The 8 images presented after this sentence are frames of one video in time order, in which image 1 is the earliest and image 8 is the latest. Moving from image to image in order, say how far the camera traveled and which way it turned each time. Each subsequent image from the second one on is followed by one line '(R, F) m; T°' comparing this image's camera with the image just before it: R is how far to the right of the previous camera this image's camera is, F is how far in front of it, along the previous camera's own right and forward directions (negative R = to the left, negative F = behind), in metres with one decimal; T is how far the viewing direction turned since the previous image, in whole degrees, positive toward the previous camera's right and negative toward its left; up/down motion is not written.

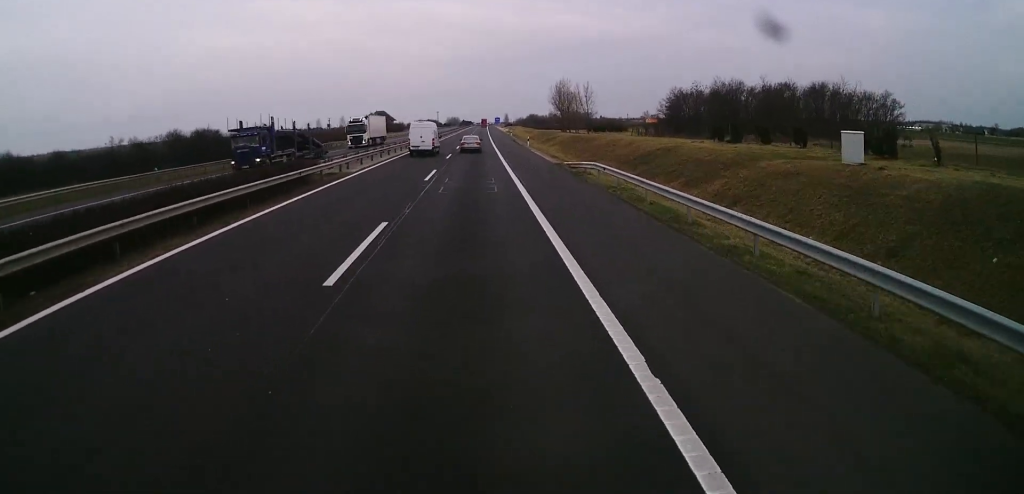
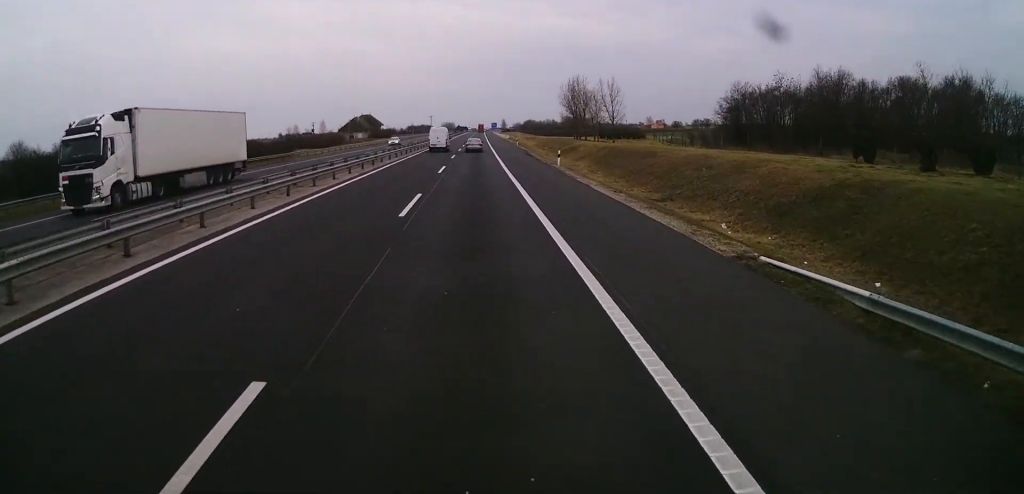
(-0.2, +27.6) m; 0°
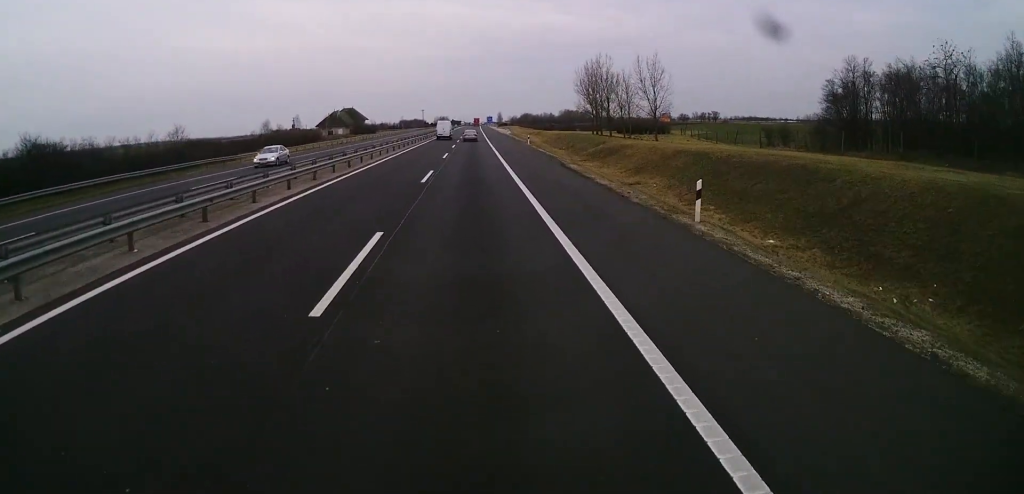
(+0.2, +27.5) m; 0°
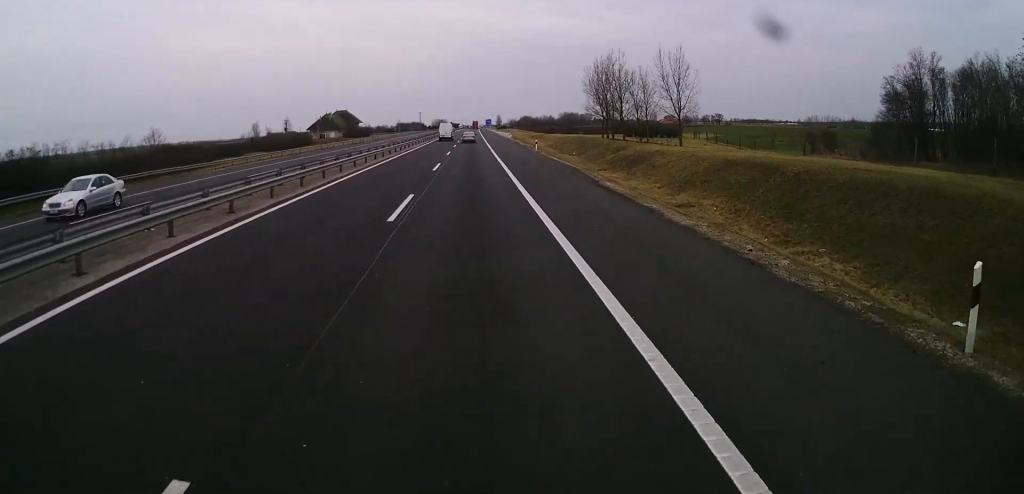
(-0.1, +10.0) m; 0°
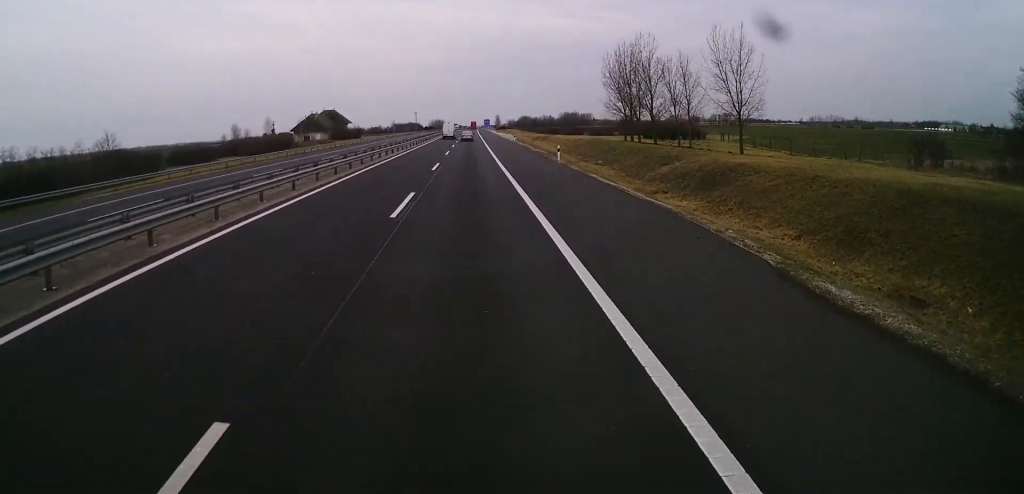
(-0.1, +16.9) m; 0°
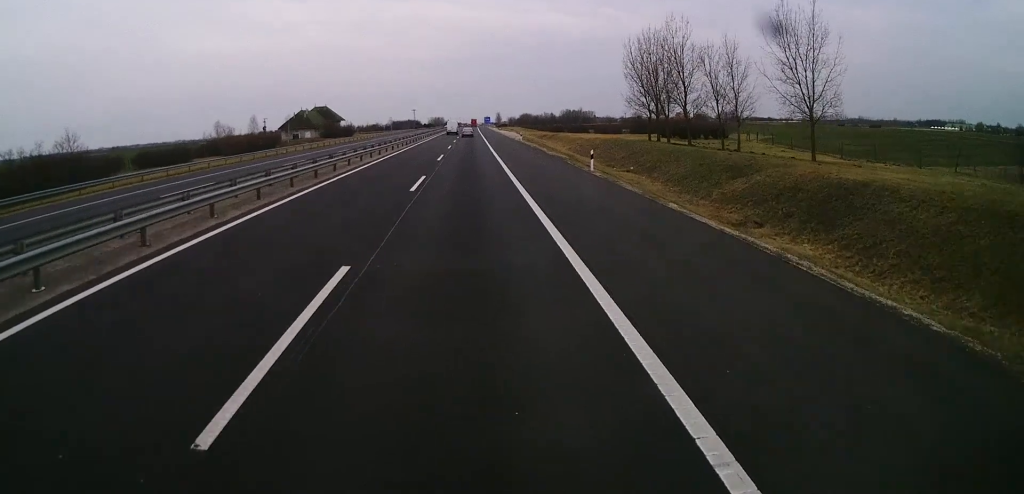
(+0.1, +12.3) m; +1°
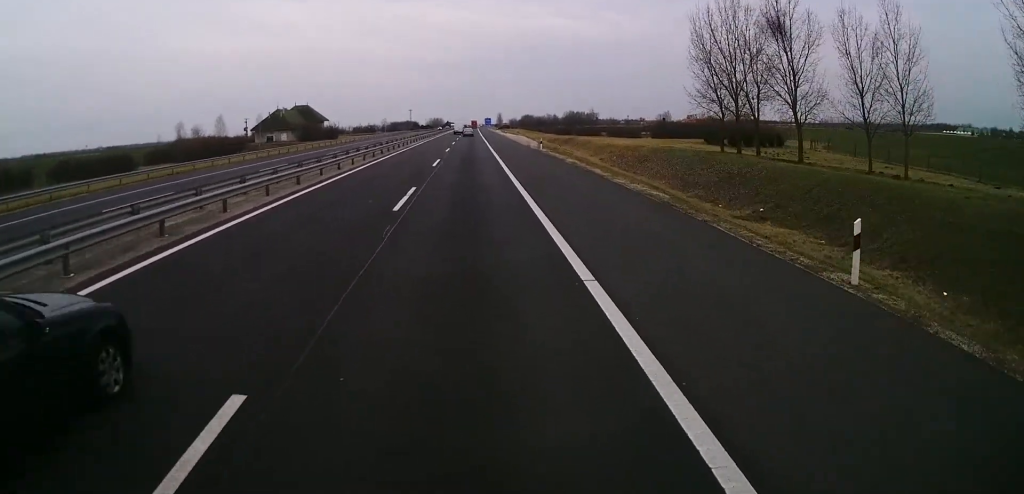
(+0.2, +23.1) m; 0°
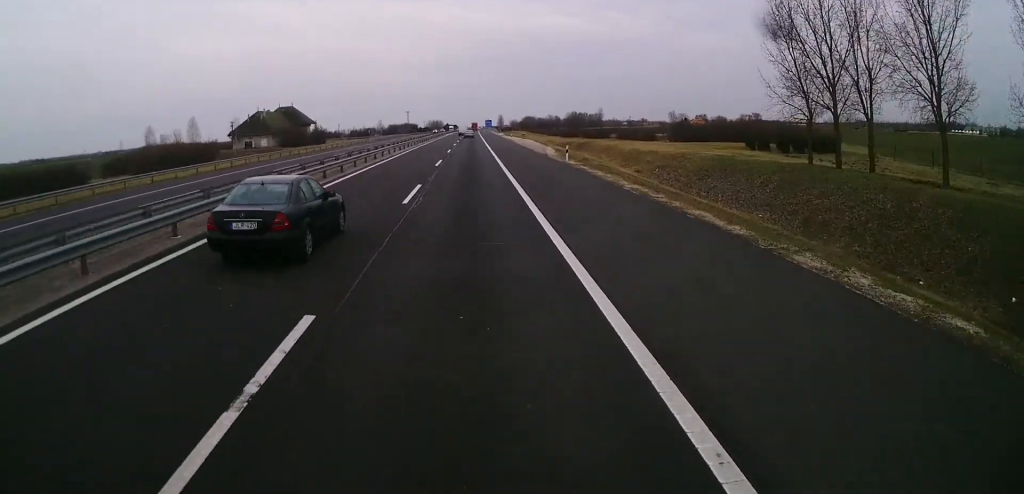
(0.0, +15.4) m; 0°
